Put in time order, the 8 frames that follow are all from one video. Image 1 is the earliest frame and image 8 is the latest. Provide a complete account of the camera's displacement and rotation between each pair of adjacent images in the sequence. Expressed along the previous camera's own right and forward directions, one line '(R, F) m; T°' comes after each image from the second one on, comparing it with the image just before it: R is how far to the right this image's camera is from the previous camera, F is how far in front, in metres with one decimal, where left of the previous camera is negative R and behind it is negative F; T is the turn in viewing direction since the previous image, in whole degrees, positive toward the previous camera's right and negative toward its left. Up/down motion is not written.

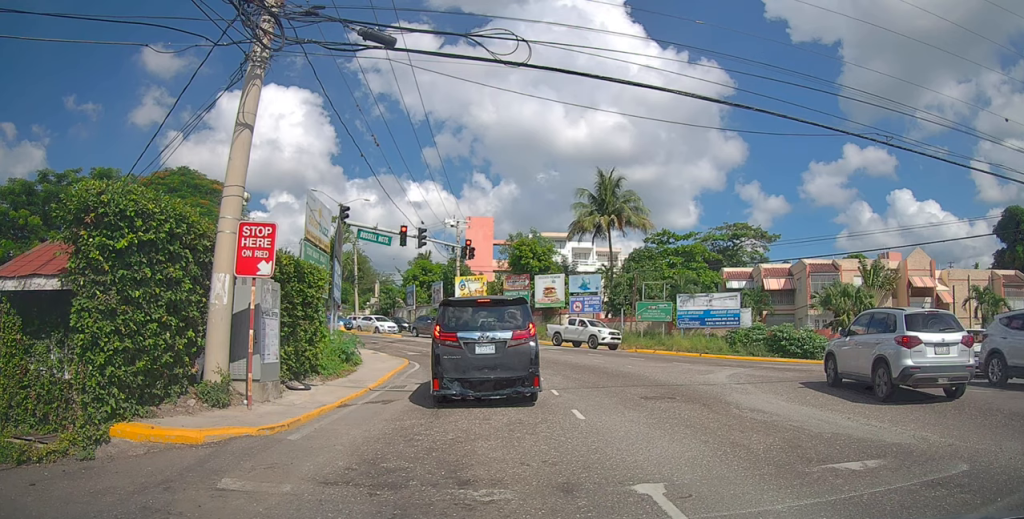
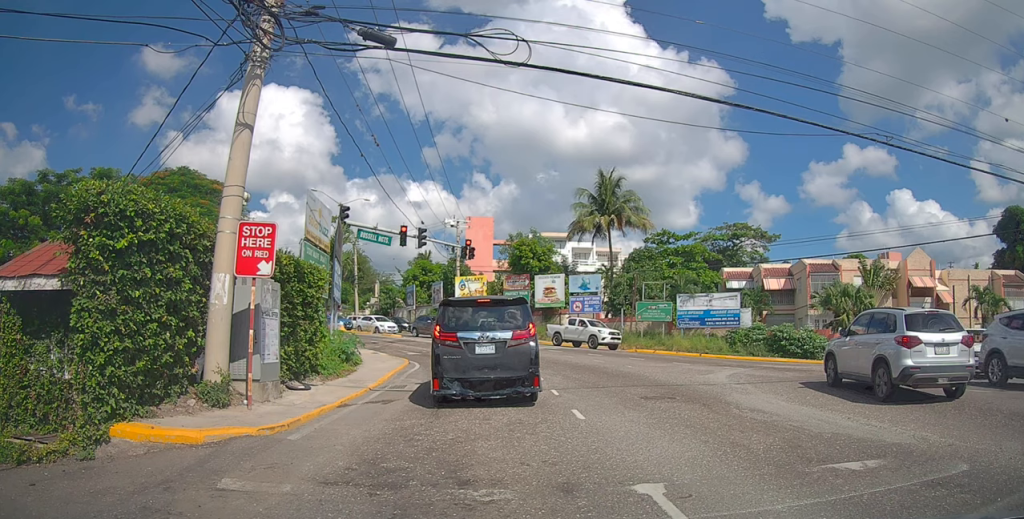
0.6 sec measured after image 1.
(0.0, 0.0) m; 0°
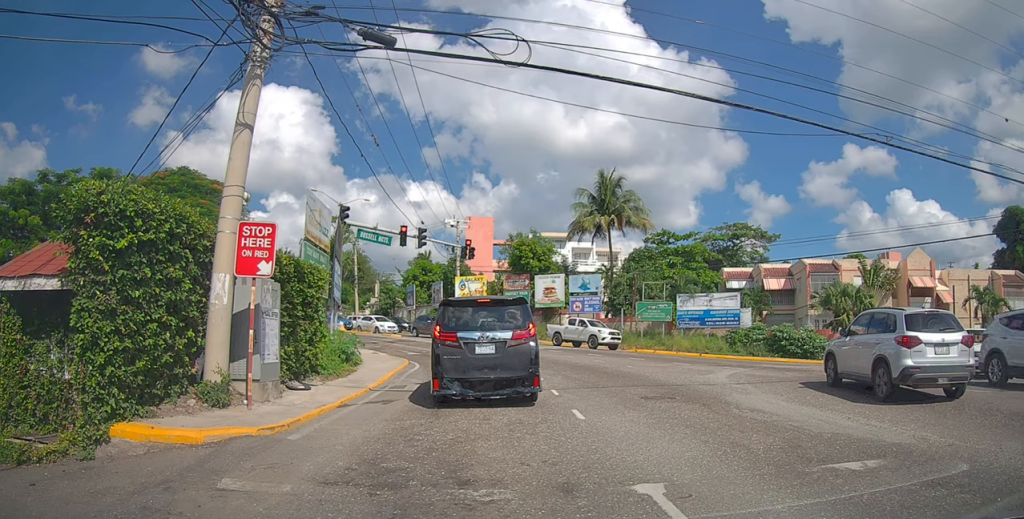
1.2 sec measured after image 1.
(0.0, 0.0) m; 0°
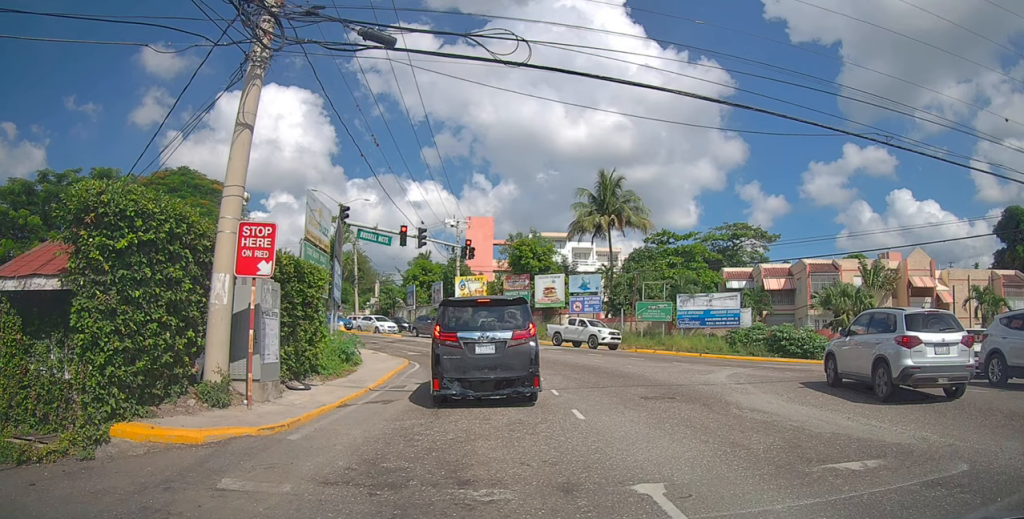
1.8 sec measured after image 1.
(0.0, 0.0) m; 0°
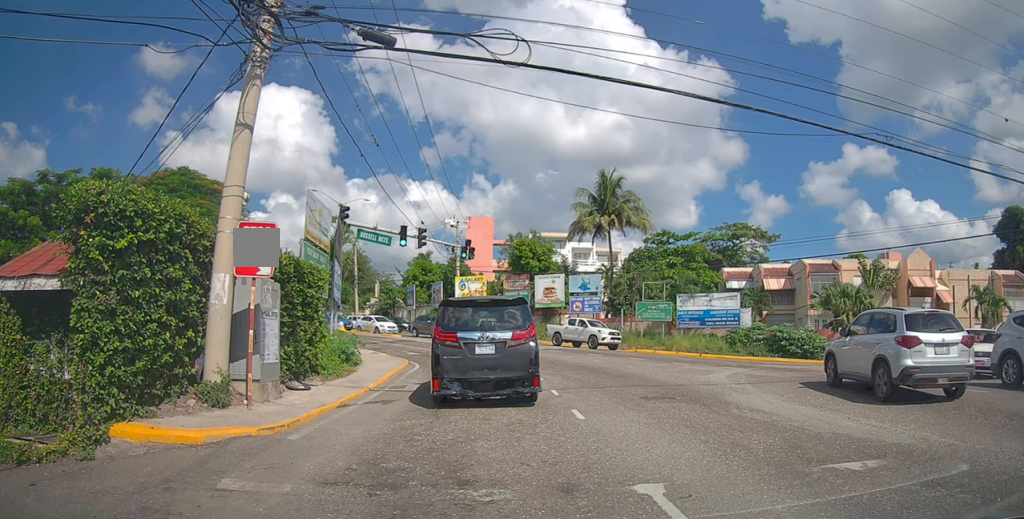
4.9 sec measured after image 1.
(0.0, 0.0) m; 0°
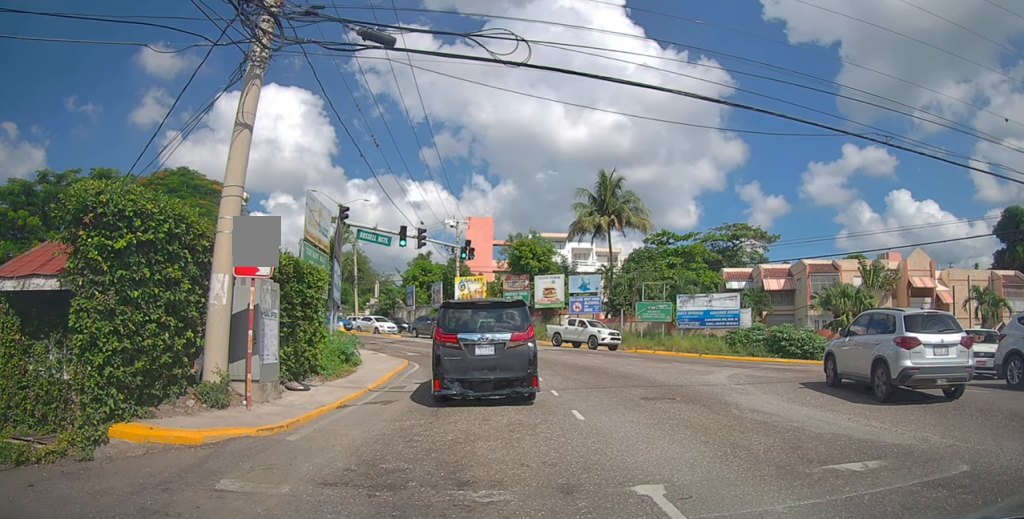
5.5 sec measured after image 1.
(0.0, 0.0) m; 0°
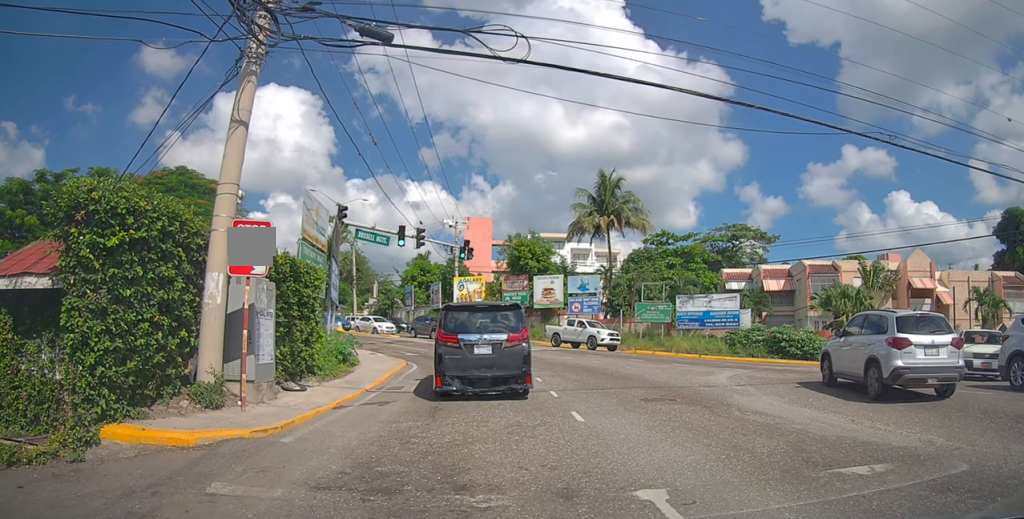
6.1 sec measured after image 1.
(0.0, 0.0) m; 0°
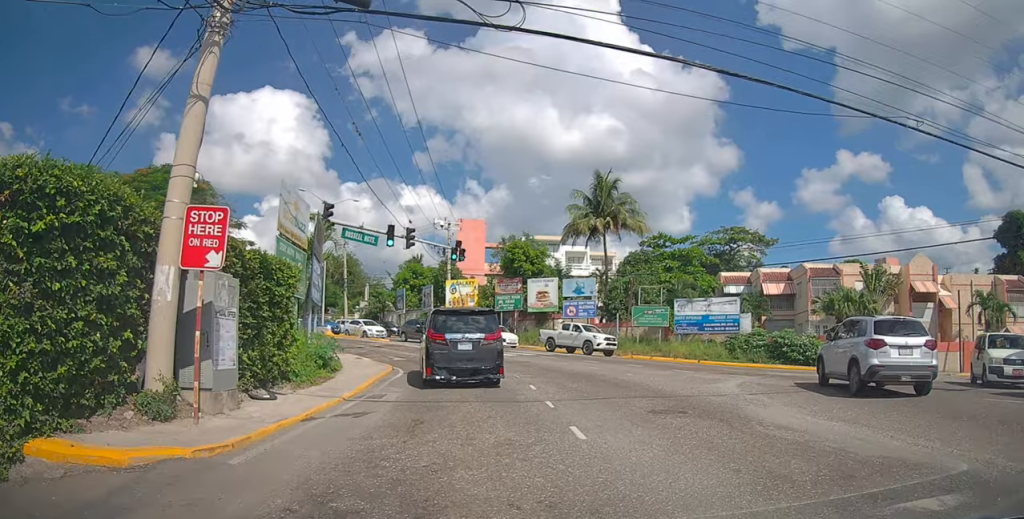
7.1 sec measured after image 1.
(-0.2, +0.6) m; 0°
